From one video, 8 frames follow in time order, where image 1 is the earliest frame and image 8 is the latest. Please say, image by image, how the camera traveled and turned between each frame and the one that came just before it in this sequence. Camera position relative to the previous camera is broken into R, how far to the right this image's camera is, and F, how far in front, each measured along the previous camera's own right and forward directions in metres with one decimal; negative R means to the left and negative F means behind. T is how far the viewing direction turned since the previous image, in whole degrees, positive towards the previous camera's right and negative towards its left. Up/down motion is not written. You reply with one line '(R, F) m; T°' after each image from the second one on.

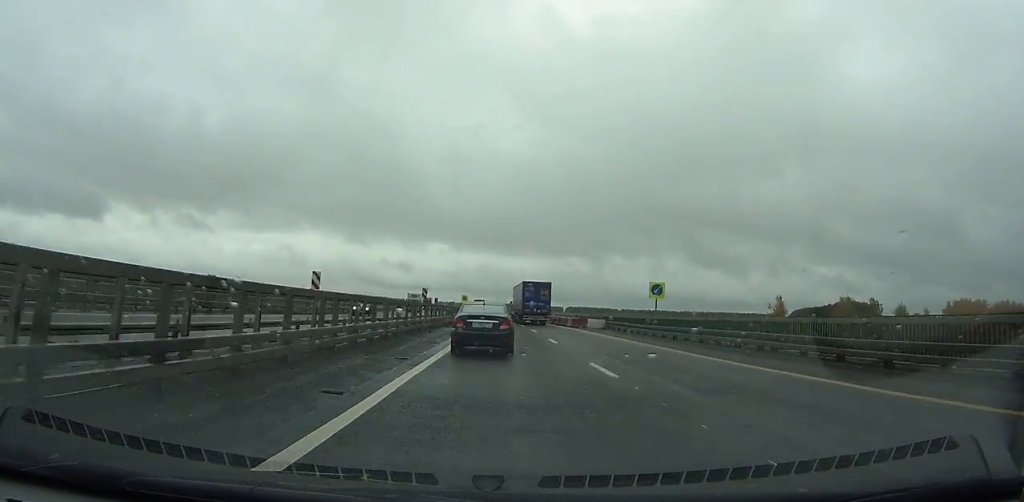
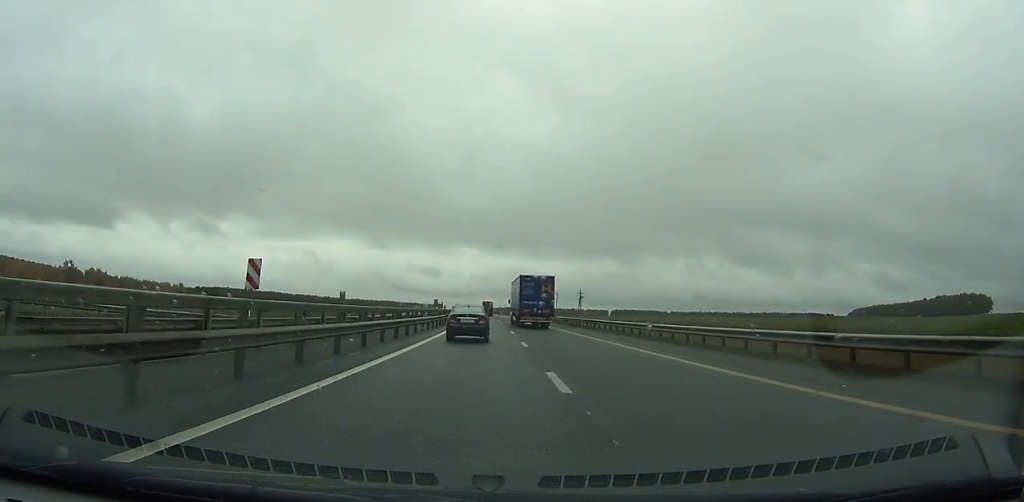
(-2.2, +109.7) m; -3°
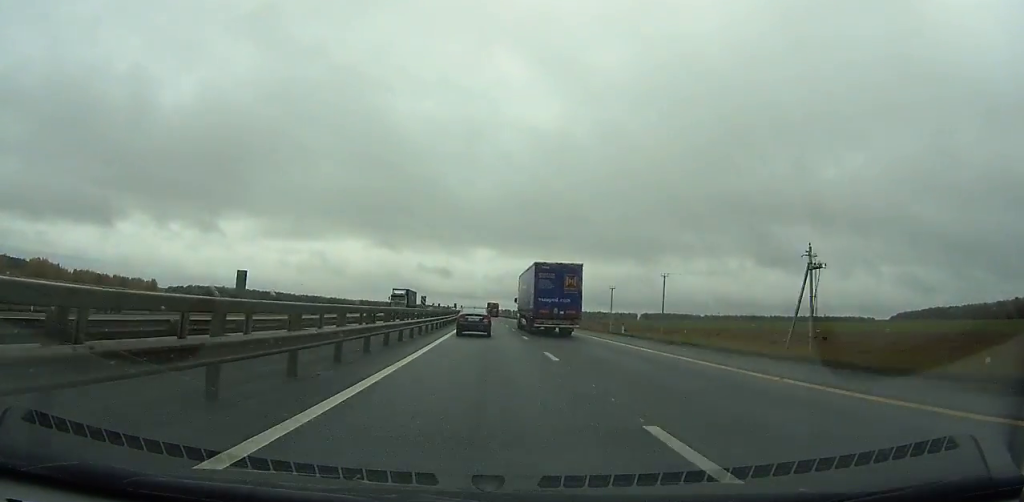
(-3.2, +101.1) m; -3°
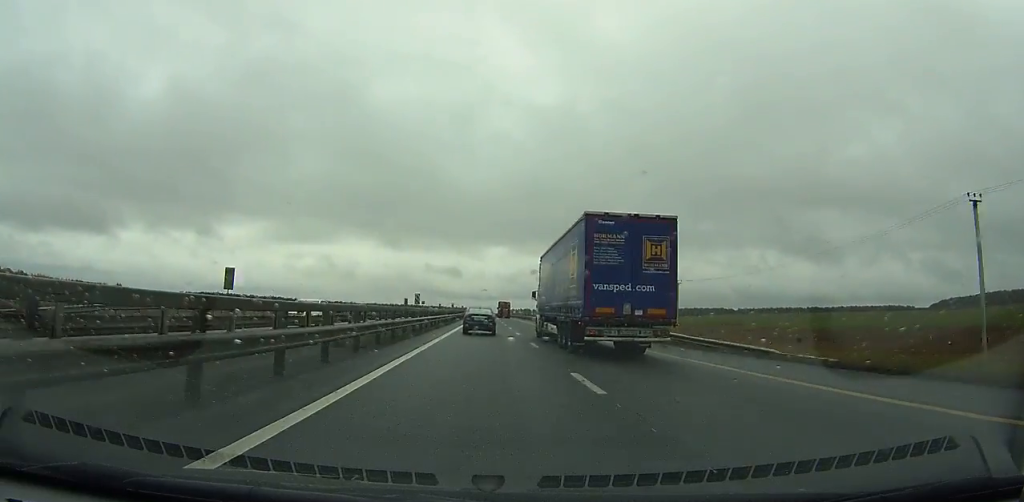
(-1.7, +92.4) m; -2°
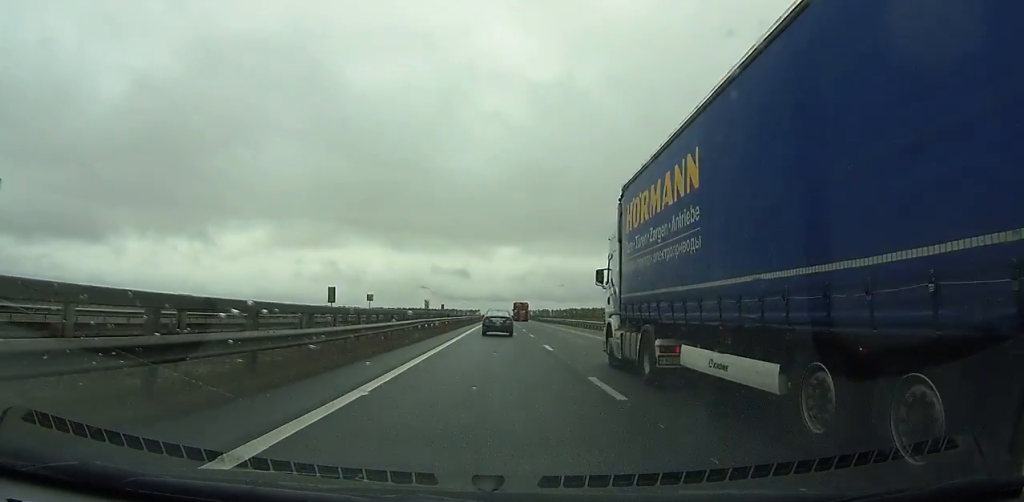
(-1.1, +89.9) m; -1°
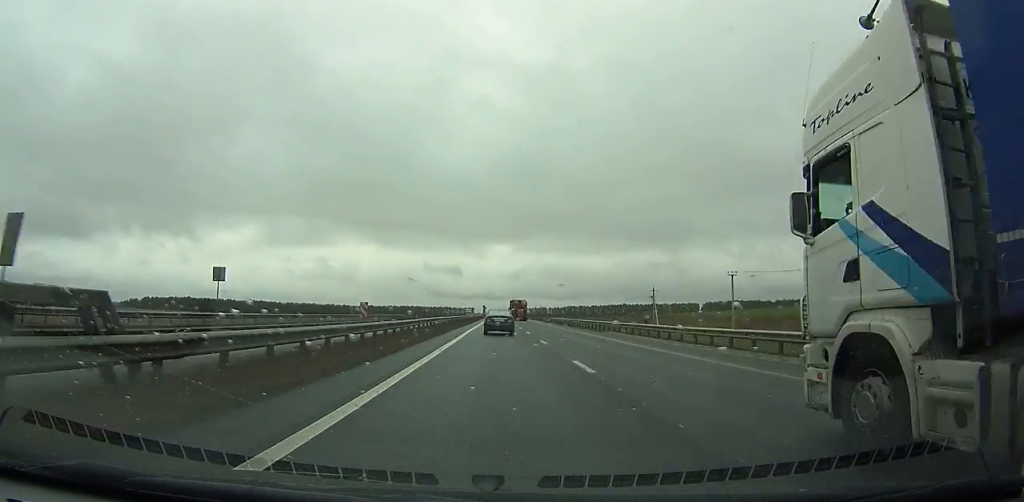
(-0.2, +47.8) m; 0°
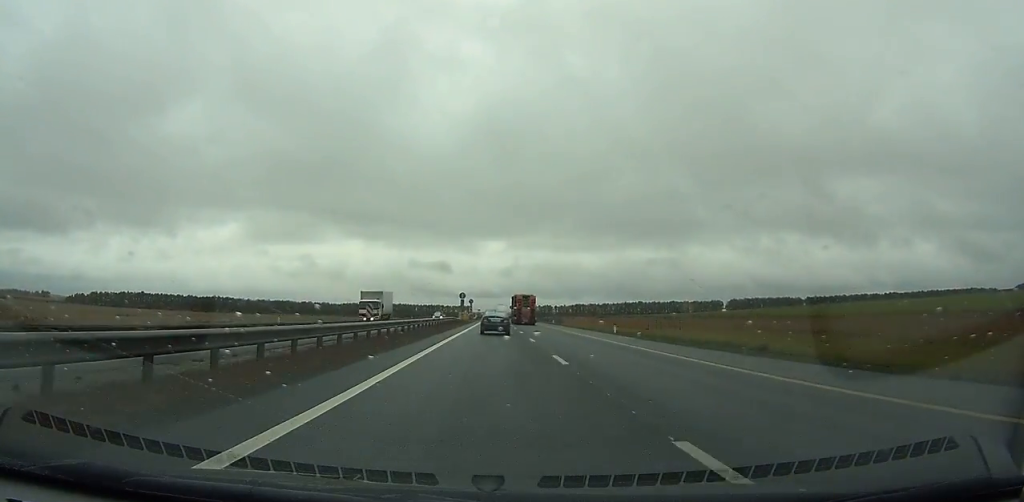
(+0.2, +119.1) m; 0°
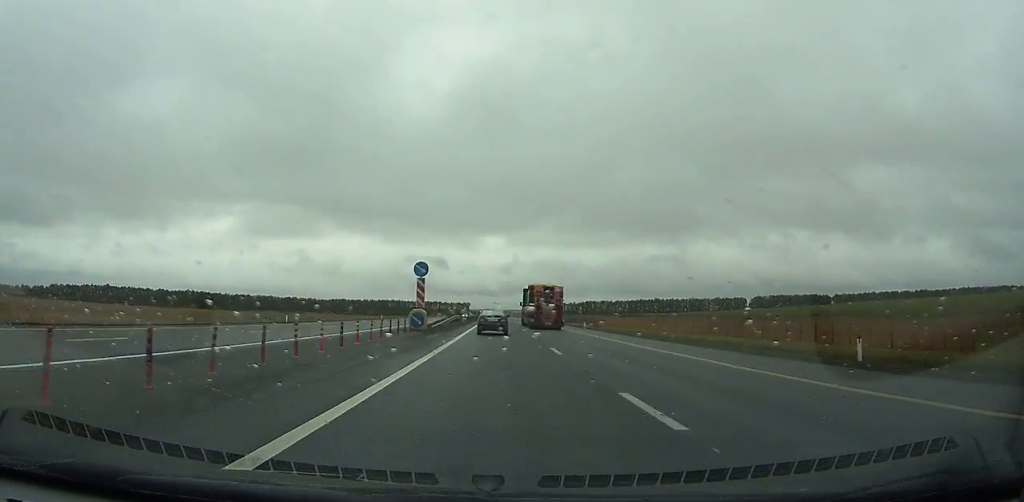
(-0.1, +76.6) m; 0°
